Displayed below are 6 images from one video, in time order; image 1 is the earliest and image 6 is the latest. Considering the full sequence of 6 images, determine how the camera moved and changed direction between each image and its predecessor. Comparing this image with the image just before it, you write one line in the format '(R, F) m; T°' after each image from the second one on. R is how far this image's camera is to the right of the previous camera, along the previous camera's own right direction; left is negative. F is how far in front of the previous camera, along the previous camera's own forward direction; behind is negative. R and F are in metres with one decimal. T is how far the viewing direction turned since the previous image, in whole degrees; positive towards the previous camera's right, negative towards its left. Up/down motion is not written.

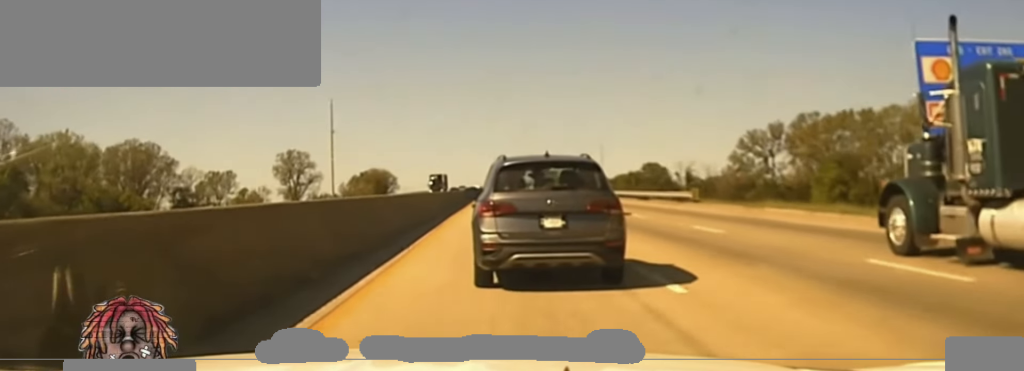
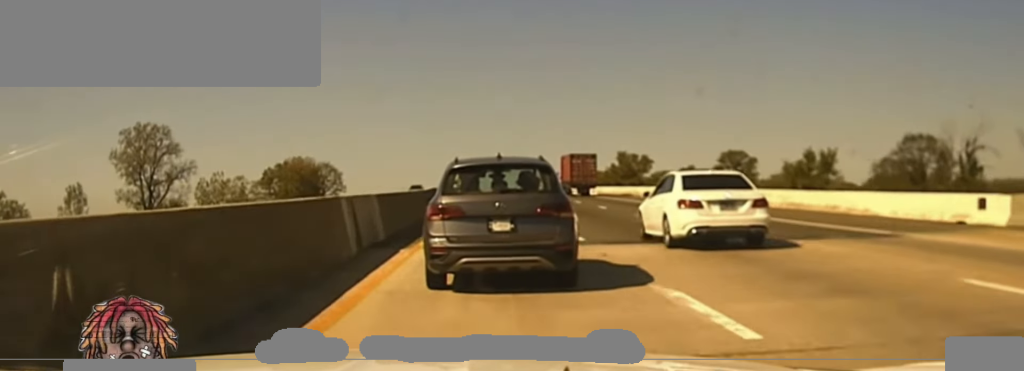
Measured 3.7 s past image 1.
(0.0, +122.0) m; 0°
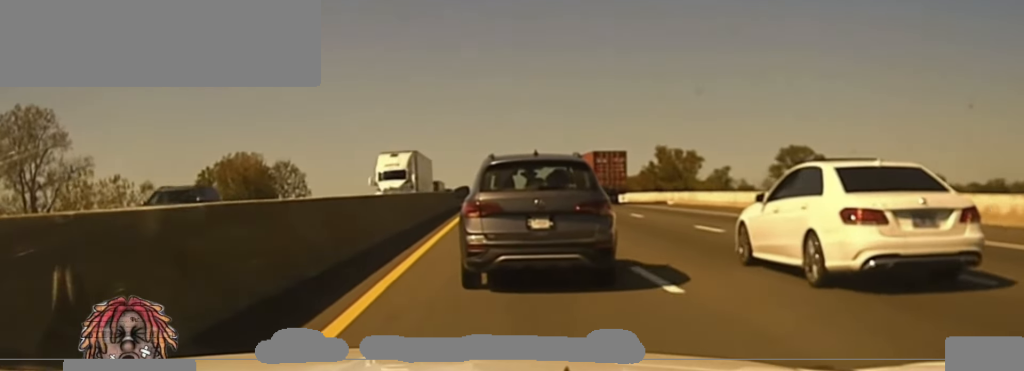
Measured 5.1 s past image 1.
(0.0, +45.0) m; 0°
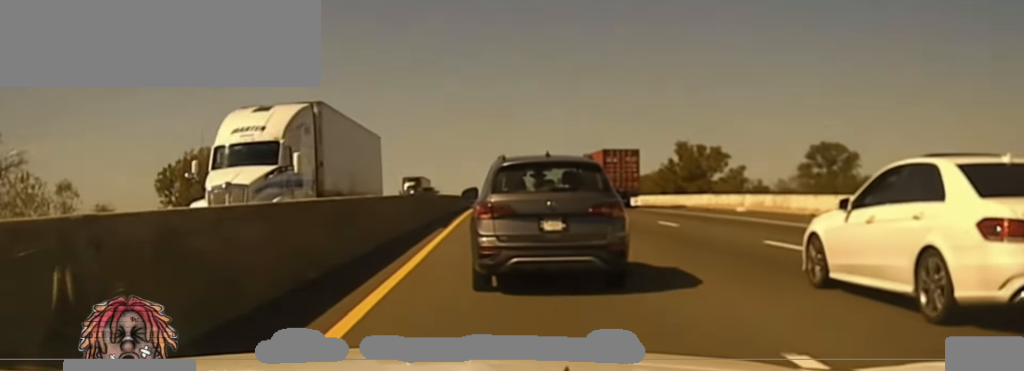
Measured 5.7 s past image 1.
(0.0, +18.0) m; 0°
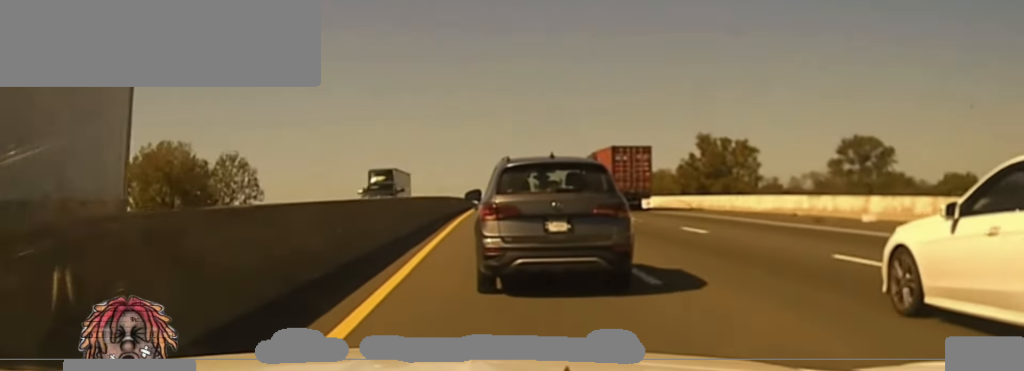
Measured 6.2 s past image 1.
(0.0, +16.4) m; 0°
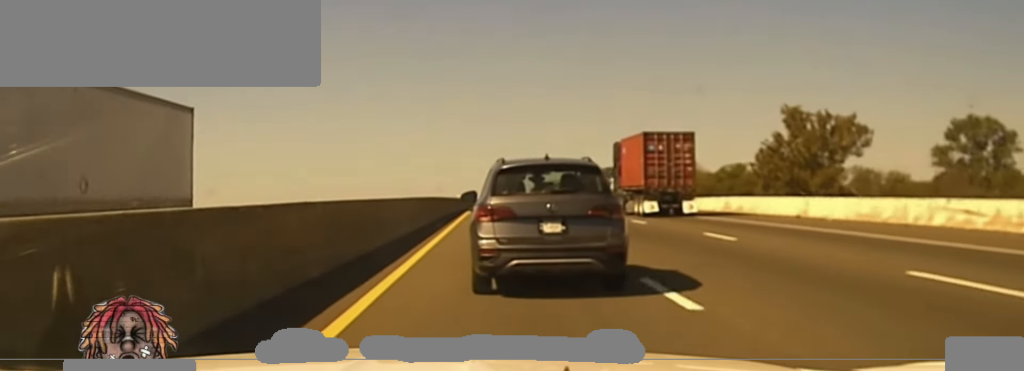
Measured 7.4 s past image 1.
(0.0, +36.8) m; 0°
